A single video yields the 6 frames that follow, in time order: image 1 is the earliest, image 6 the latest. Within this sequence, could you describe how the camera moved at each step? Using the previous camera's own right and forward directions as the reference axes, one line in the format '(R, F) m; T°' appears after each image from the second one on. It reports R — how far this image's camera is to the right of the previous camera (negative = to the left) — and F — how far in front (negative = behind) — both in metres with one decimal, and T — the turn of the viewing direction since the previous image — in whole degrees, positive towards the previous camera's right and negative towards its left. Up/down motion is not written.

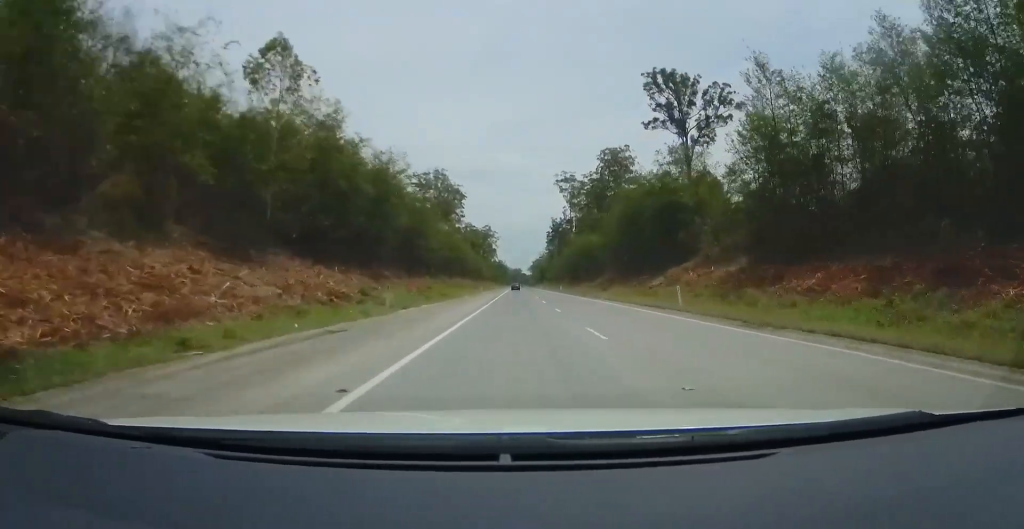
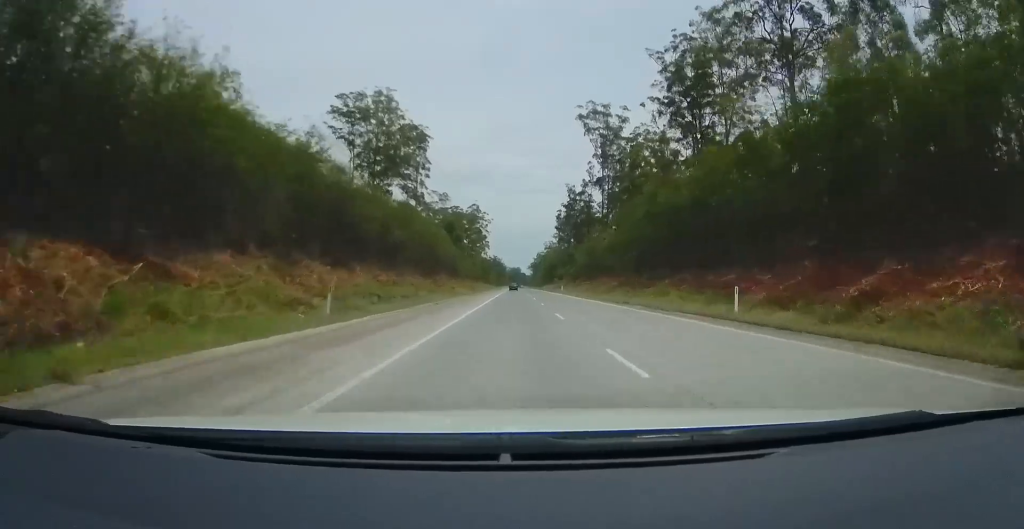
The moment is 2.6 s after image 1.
(0.0, +76.0) m; 0°
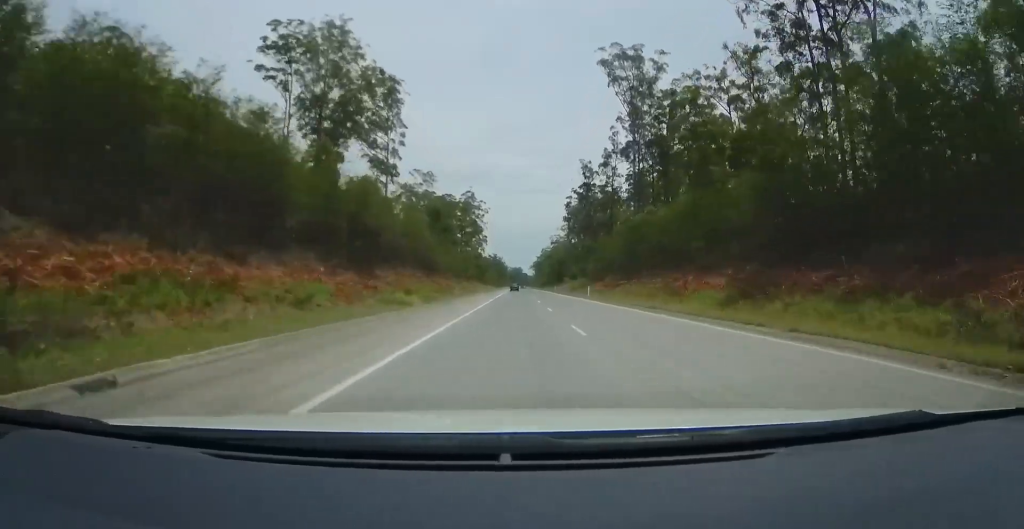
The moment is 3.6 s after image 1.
(0.0, +31.0) m; -1°
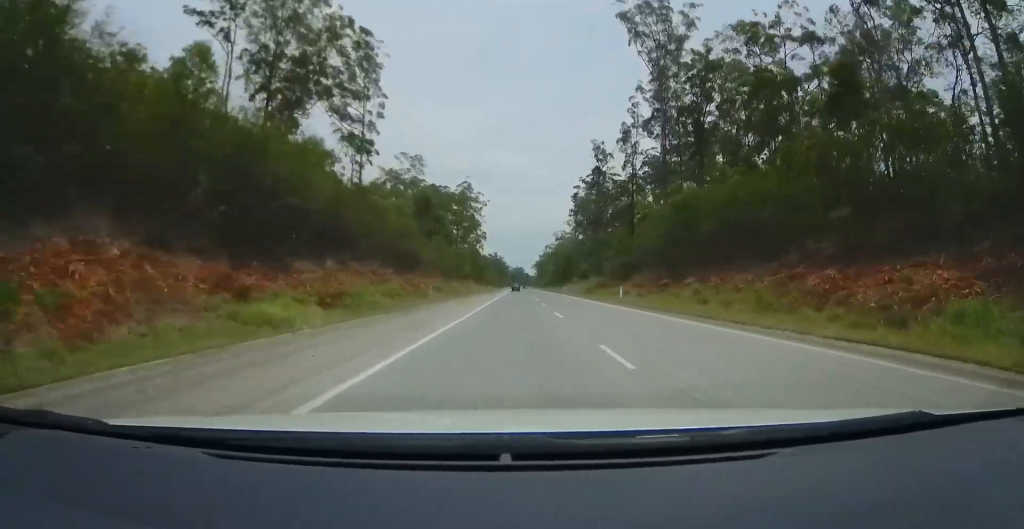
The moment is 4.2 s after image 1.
(0.0, +16.7) m; -1°
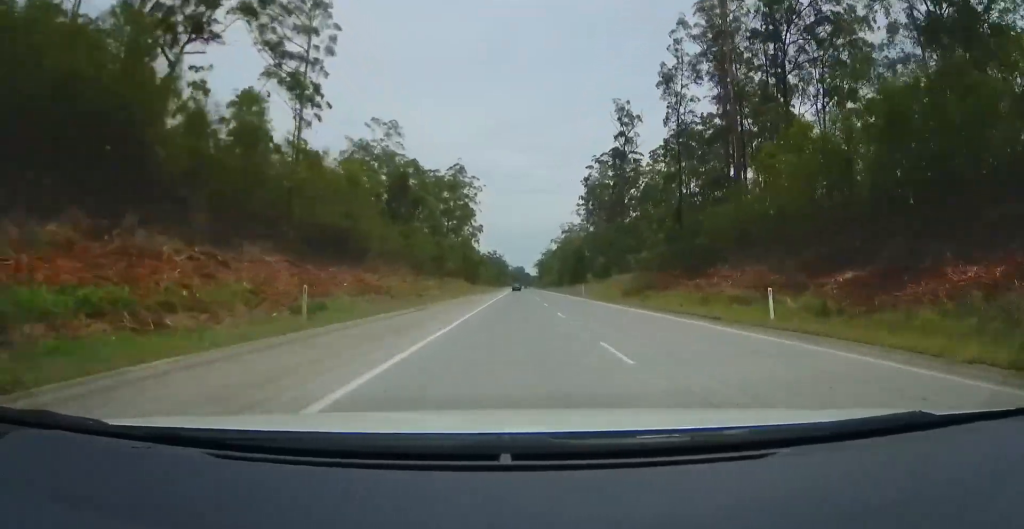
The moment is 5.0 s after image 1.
(-0.5, +23.9) m; -1°
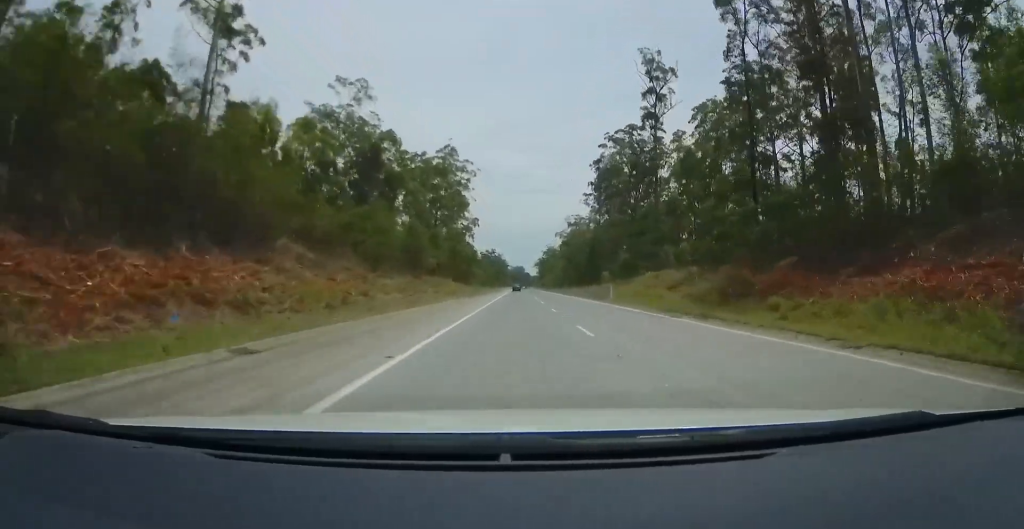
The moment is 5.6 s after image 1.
(+0.2, +19.2) m; 0°
